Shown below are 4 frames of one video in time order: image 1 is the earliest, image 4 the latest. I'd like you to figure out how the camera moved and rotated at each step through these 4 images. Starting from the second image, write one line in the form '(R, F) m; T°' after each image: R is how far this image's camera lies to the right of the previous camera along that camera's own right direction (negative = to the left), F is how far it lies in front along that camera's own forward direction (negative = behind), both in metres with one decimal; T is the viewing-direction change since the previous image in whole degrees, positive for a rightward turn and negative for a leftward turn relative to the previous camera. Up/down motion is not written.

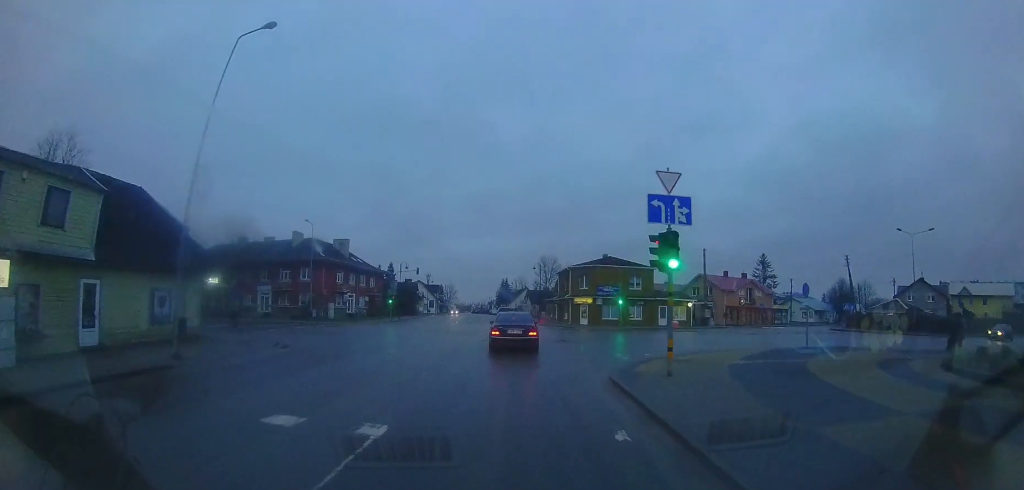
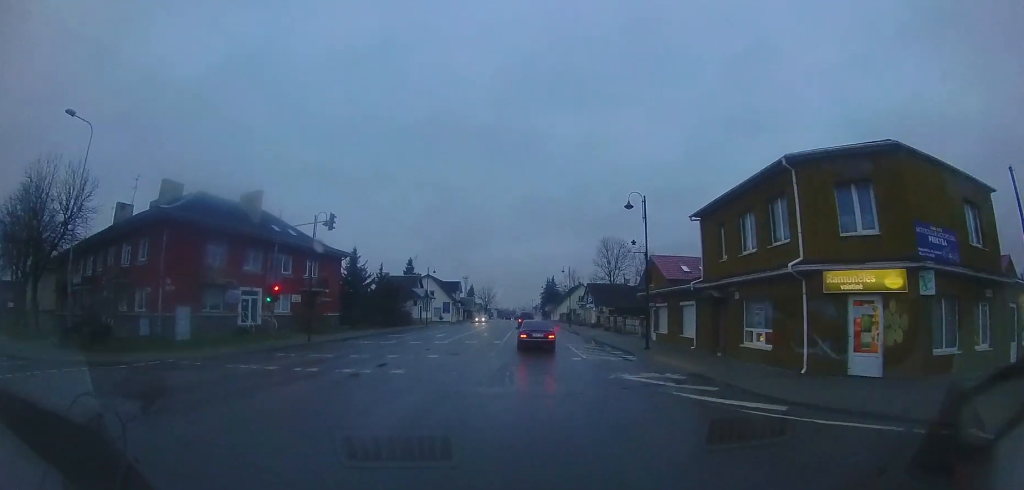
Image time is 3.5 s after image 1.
(-1.4, +26.8) m; -5°
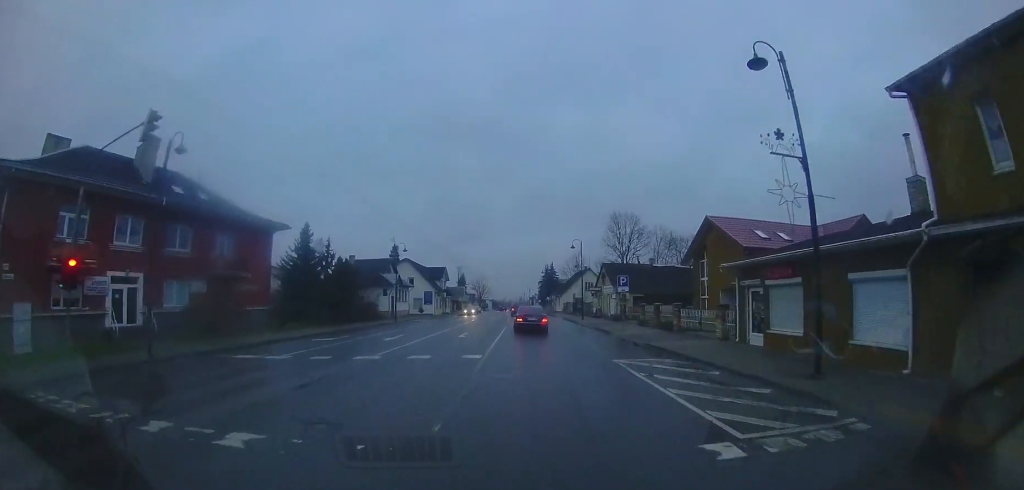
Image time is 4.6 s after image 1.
(+0.3, +9.7) m; +2°
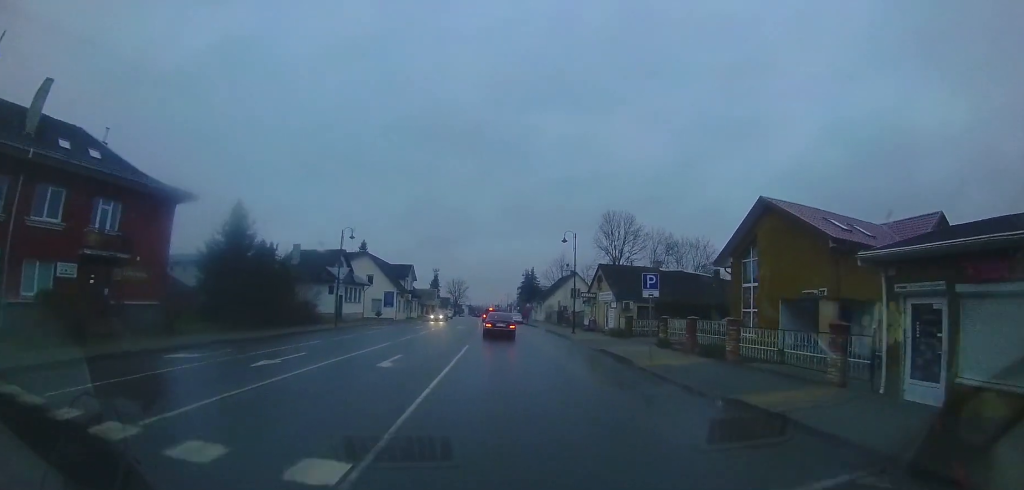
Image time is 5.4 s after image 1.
(0.0, +7.0) m; -1°
